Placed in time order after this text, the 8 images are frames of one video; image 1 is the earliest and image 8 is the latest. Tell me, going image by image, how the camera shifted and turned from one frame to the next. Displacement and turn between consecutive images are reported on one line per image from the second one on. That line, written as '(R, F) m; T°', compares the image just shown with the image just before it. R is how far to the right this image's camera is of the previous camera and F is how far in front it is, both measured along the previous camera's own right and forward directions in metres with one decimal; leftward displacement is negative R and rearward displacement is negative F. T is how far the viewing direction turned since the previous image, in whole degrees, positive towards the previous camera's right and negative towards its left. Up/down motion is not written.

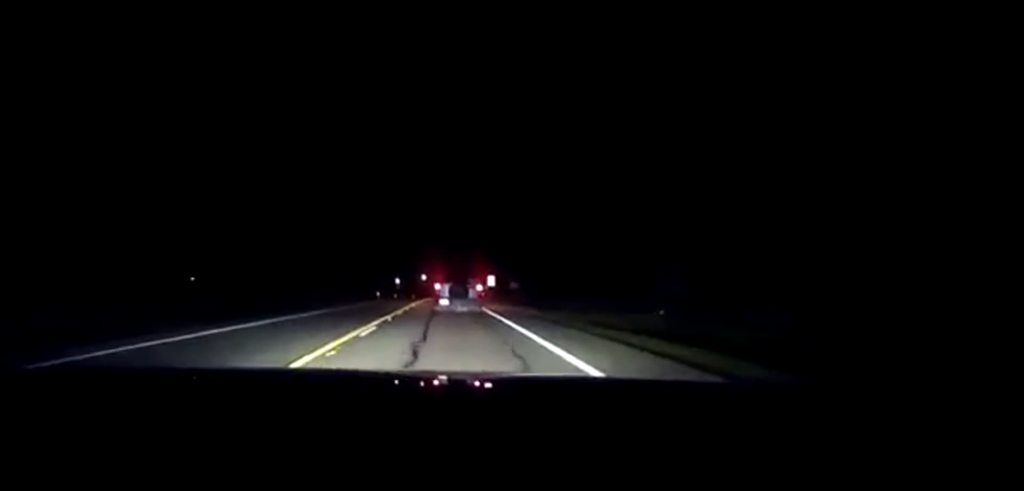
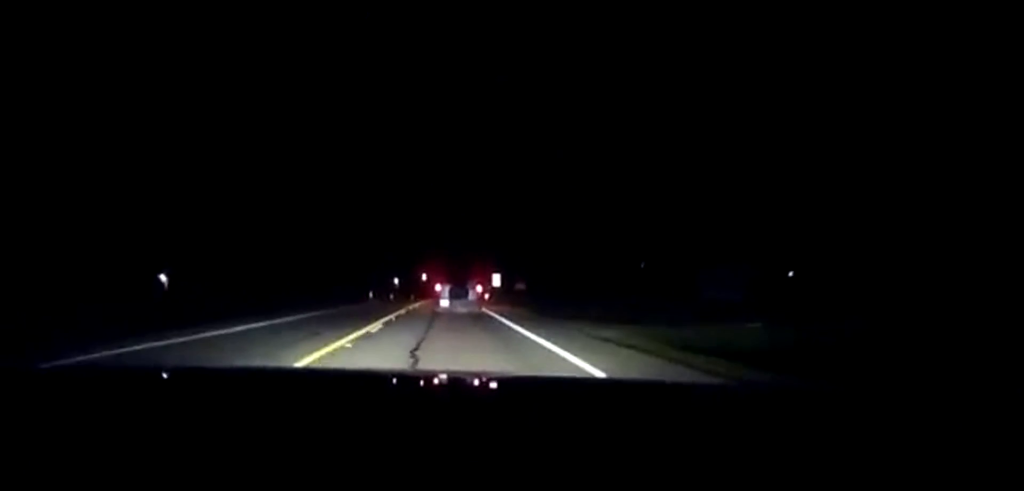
(0.0, +10.5) m; 0°
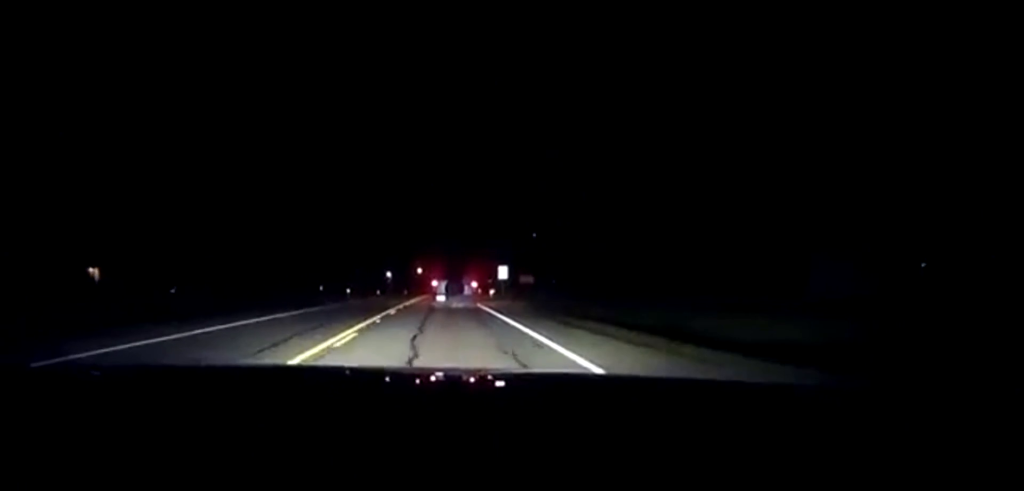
(+0.3, +17.6) m; 0°
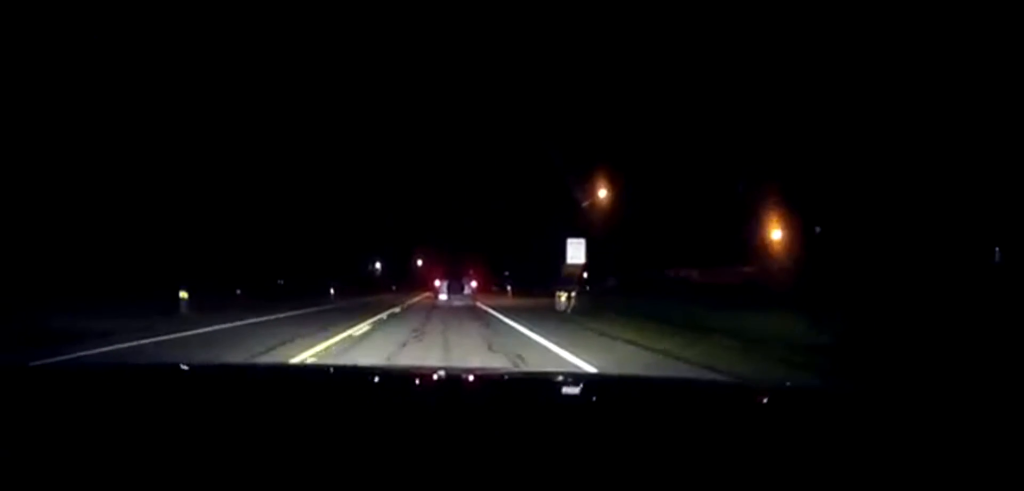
(-0.3, +45.8) m; 0°
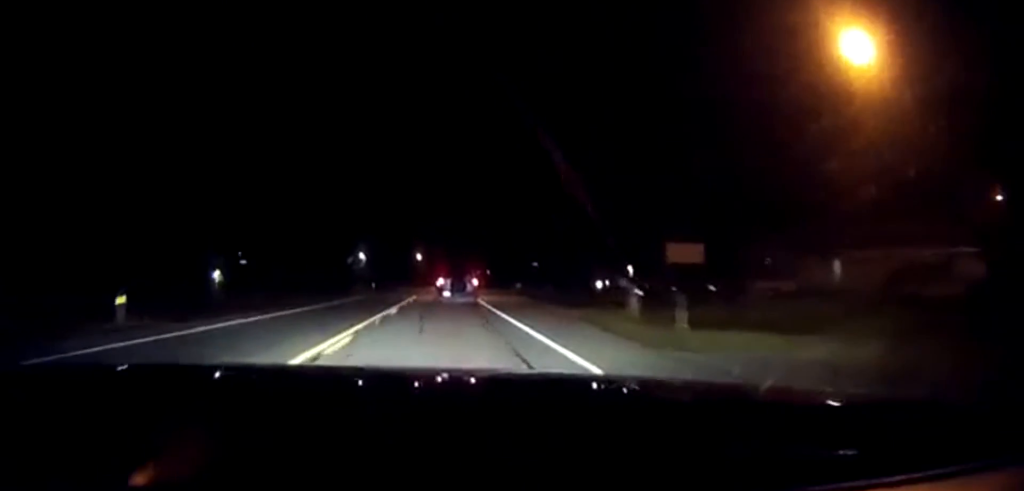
(-0.1, +41.3) m; 0°
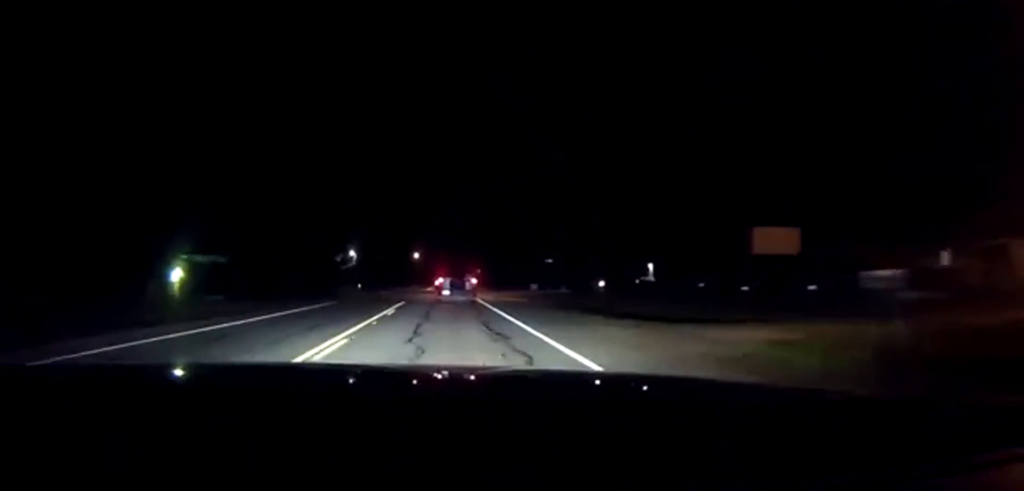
(-0.1, +13.7) m; 0°
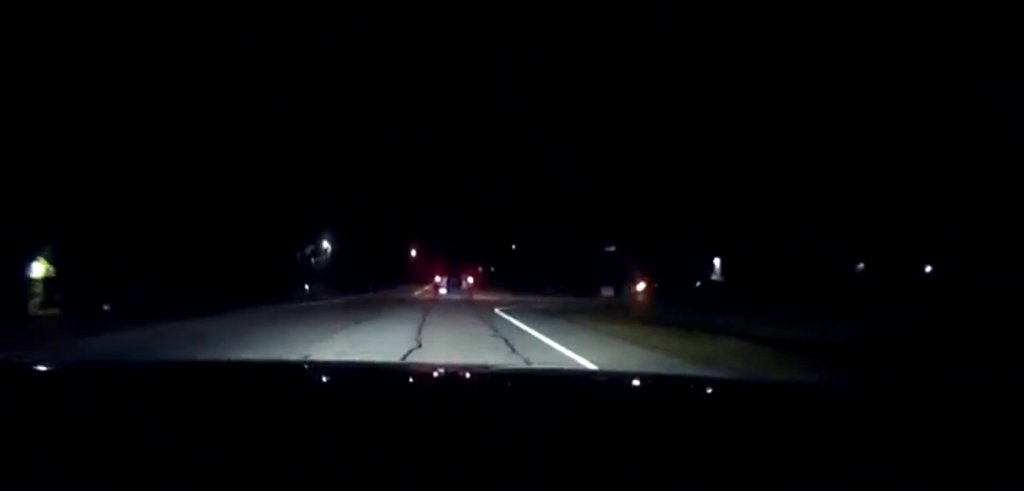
(+0.4, +29.7) m; 0°
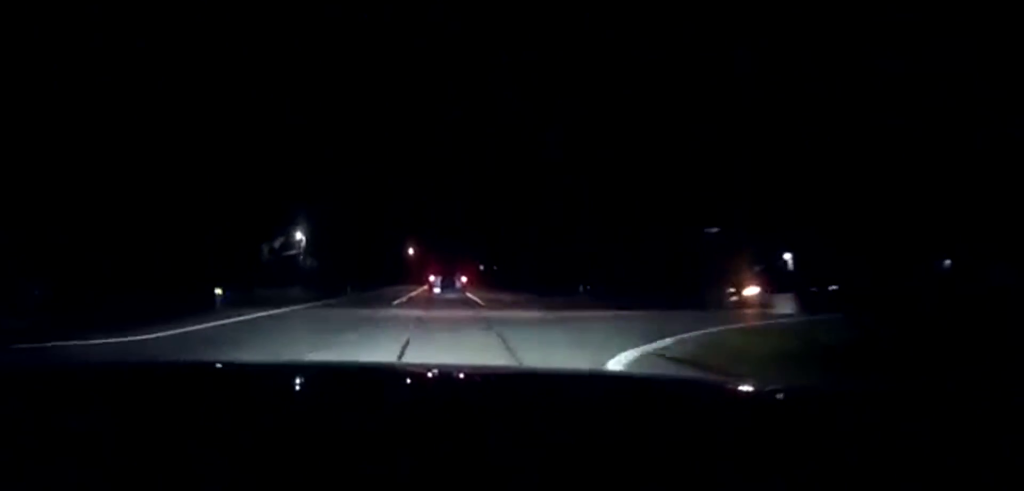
(-0.2, +19.3) m; -1°
